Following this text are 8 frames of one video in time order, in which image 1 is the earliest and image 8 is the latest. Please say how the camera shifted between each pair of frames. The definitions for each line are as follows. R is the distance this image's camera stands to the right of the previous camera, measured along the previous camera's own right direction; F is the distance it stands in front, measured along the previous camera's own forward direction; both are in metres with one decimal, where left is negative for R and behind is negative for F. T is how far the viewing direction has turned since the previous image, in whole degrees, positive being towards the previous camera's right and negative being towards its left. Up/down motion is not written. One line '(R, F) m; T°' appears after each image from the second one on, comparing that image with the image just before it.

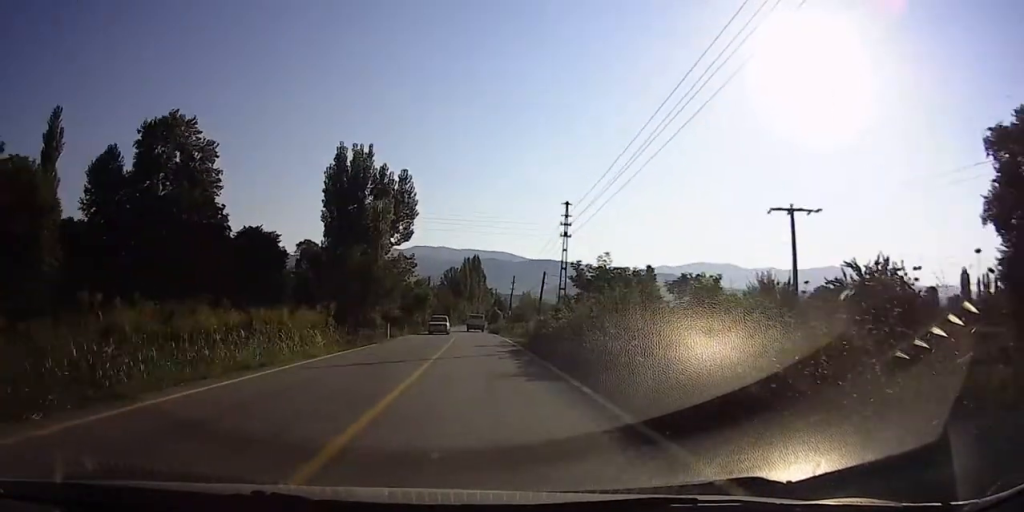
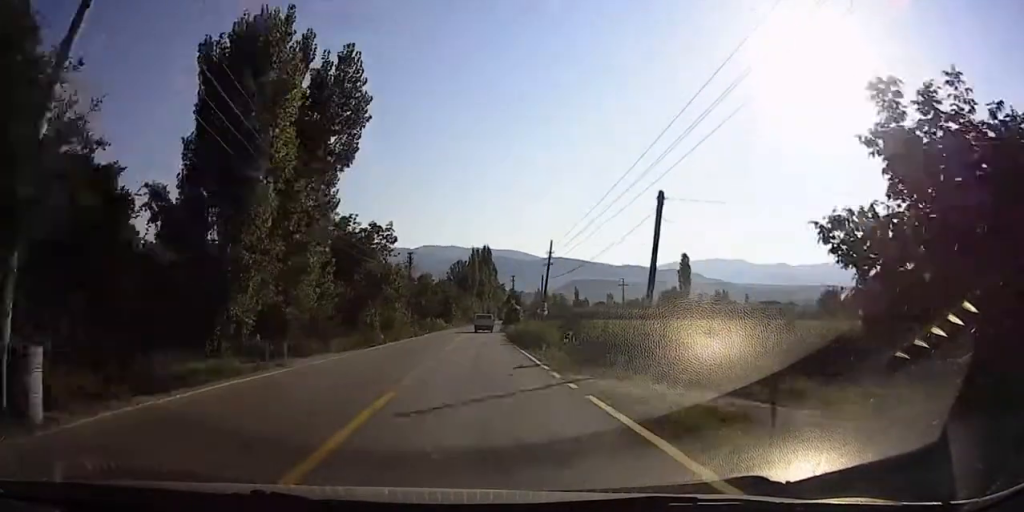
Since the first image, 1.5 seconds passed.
(+0.1, +29.8) m; 0°
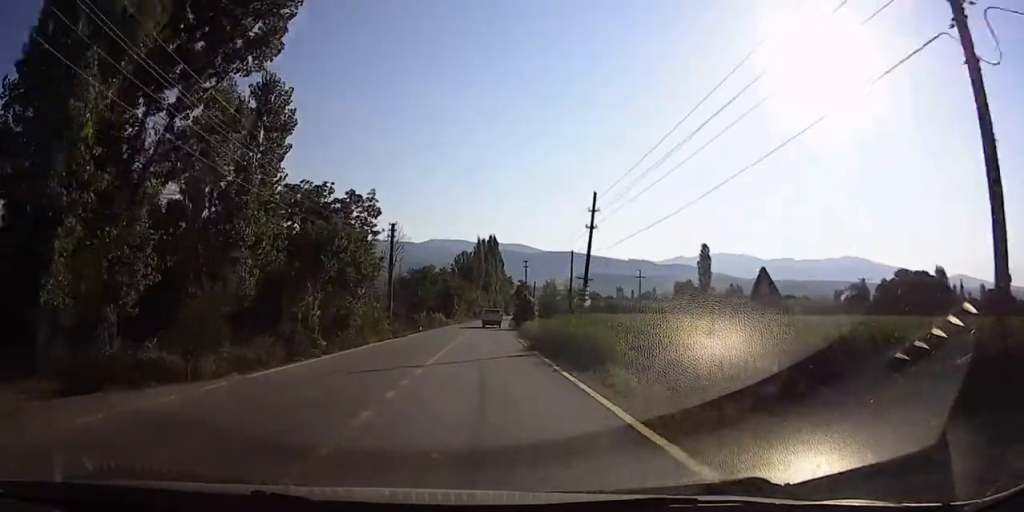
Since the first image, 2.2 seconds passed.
(0.0, +13.5) m; 0°
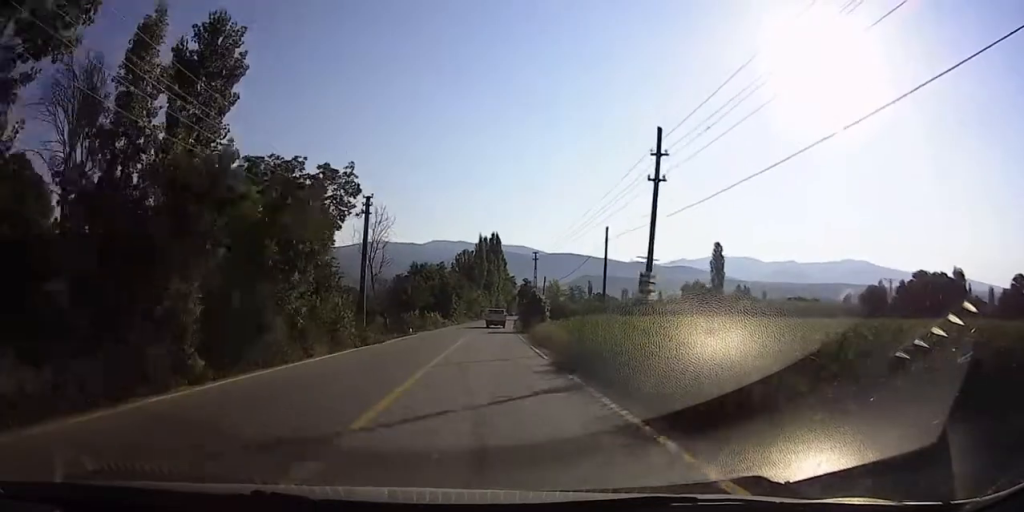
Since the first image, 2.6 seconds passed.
(0.0, +9.5) m; 0°
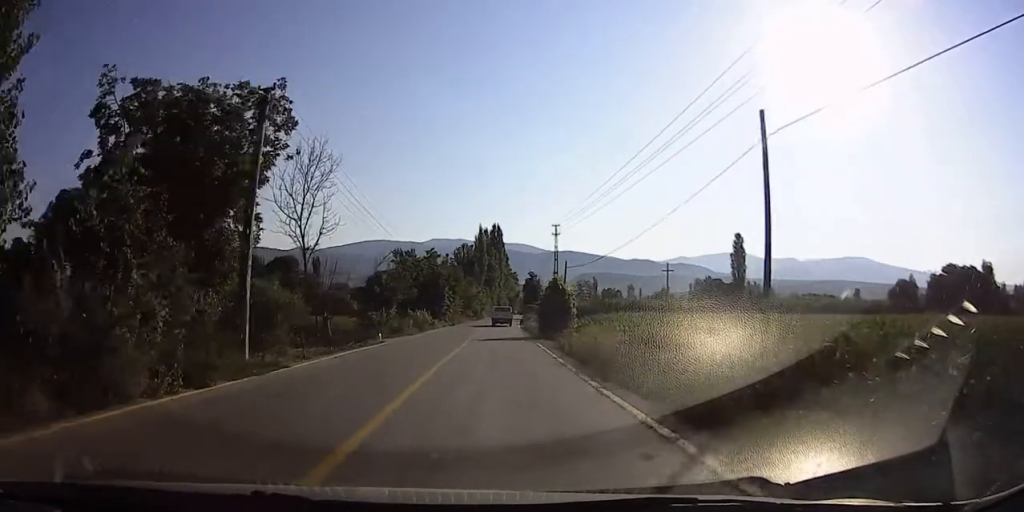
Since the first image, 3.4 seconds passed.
(0.0, +16.8) m; -1°
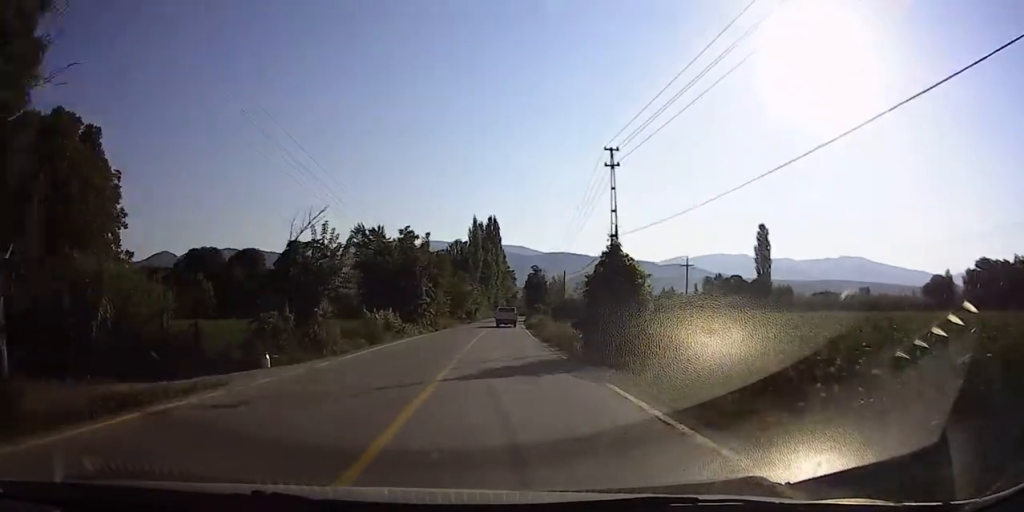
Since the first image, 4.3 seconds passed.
(-0.2, +18.9) m; 0°
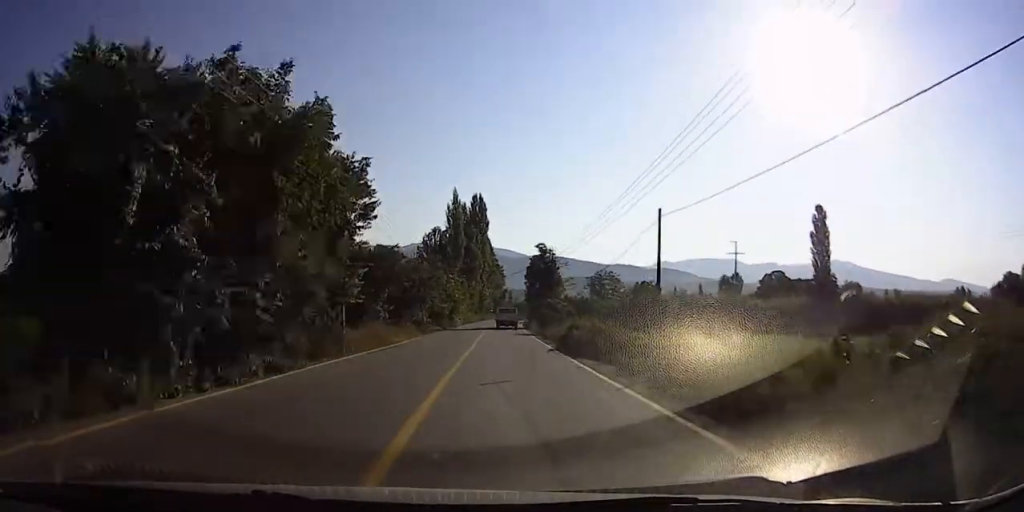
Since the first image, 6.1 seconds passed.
(+0.8, +33.5) m; +2°
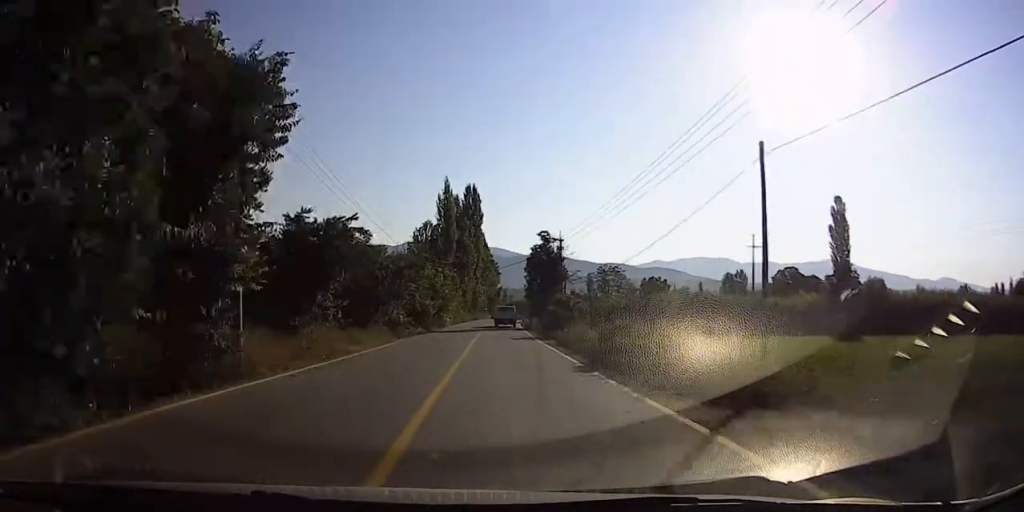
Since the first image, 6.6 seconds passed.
(+0.1, +9.1) m; 0°
